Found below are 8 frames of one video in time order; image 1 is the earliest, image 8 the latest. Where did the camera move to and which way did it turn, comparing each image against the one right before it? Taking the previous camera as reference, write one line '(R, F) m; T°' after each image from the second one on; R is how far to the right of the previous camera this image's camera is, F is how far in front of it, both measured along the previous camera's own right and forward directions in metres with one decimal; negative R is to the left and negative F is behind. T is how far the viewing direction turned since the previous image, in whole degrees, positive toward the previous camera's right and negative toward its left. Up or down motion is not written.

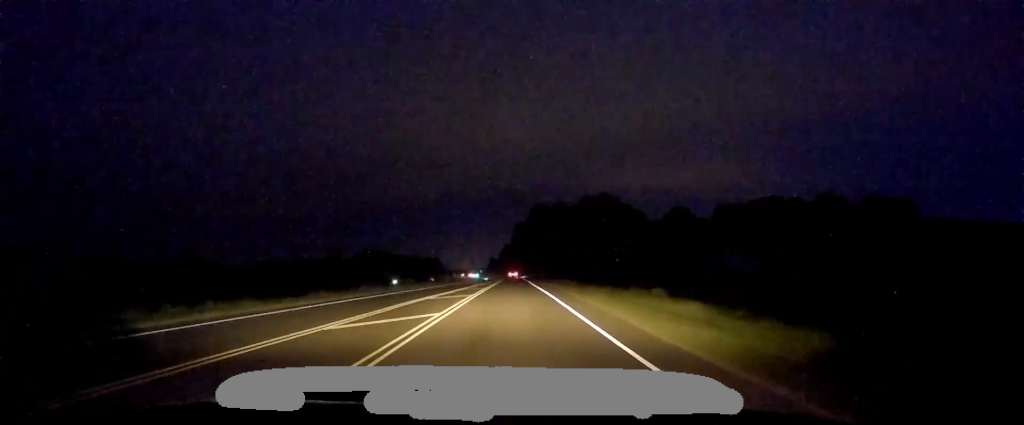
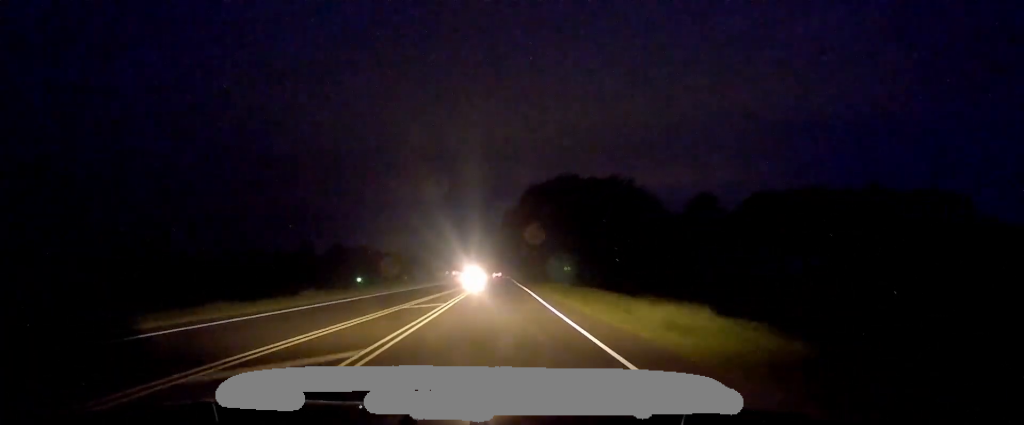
(+1.1, +37.7) m; +4°
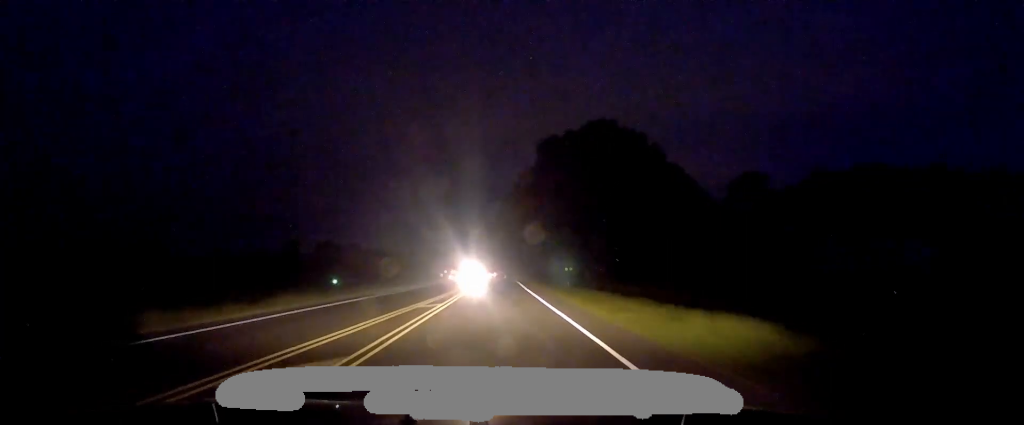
(+0.7, +30.3) m; +1°
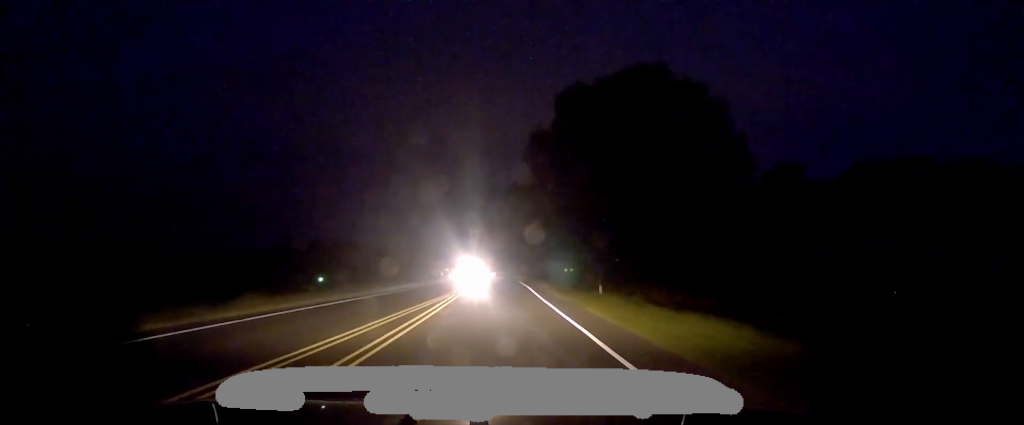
(0.0, +16.0) m; -1°
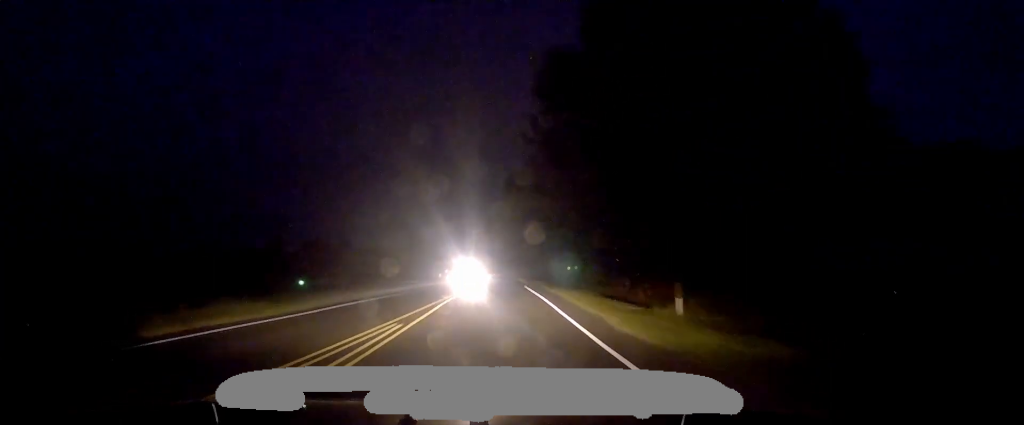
(+0.2, +15.9) m; -1°
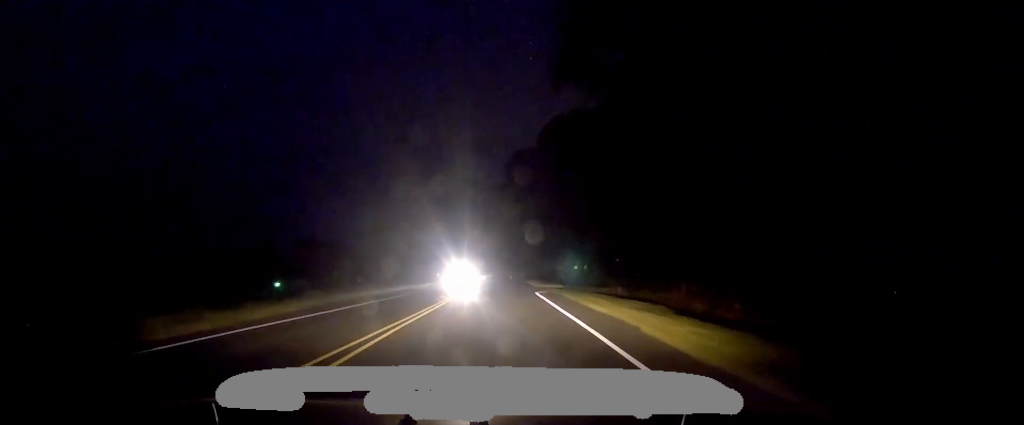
(-0.6, +15.9) m; 0°
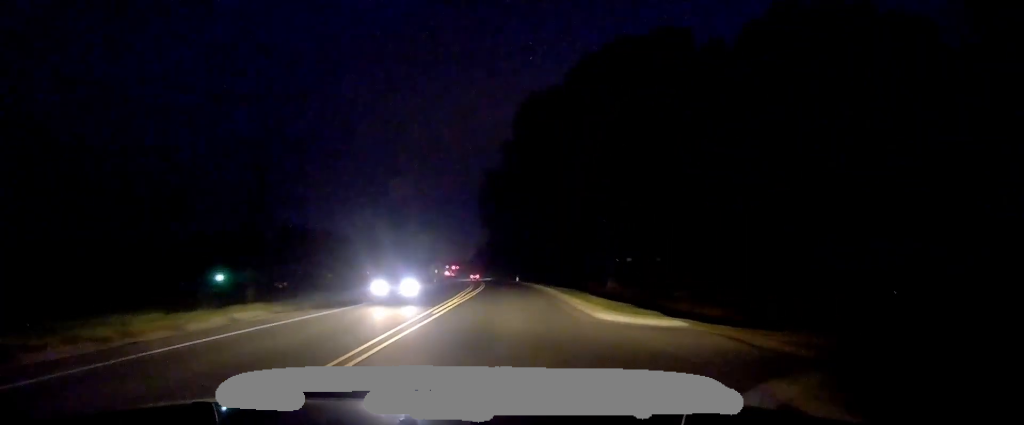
(+0.5, +28.3) m; 0°
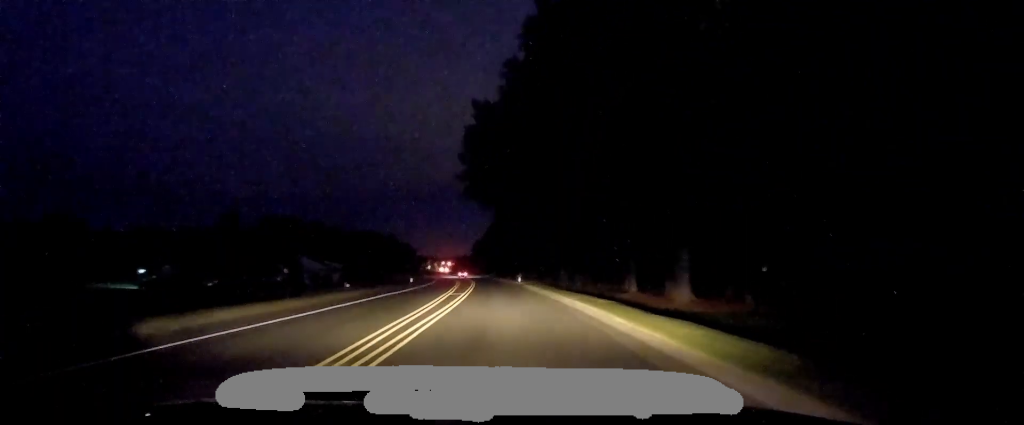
(-0.7, +23.5) m; 0°
